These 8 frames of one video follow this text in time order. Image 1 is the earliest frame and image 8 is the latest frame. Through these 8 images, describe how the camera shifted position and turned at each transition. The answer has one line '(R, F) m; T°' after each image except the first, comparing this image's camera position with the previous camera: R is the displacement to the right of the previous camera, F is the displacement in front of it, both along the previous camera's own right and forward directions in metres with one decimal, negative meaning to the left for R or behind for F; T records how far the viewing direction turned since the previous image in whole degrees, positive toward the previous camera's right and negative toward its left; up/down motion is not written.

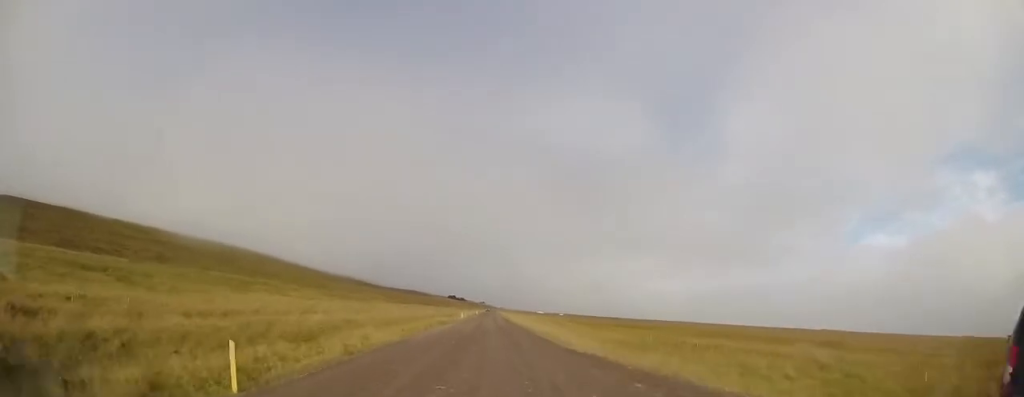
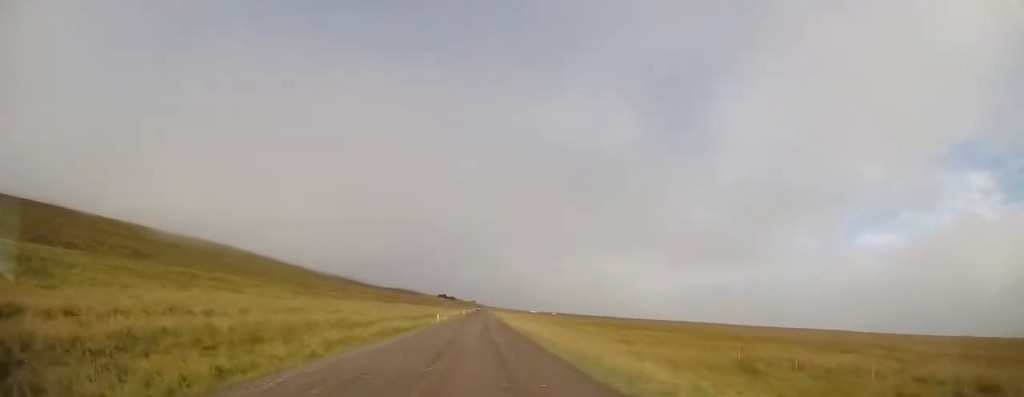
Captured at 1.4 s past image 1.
(+0.2, +17.1) m; +1°
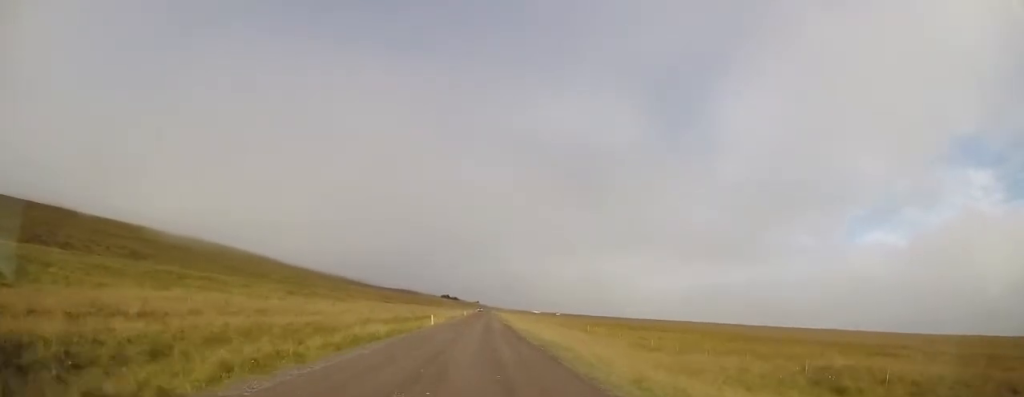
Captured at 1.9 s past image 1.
(+0.1, +5.7) m; 0°
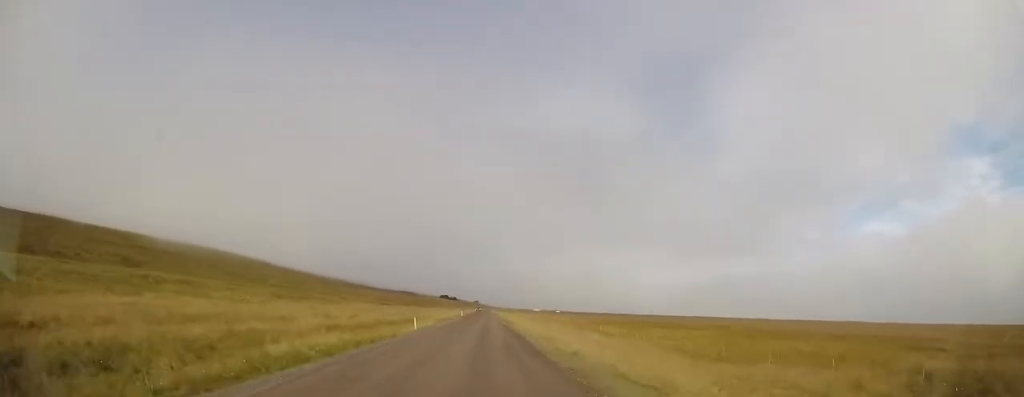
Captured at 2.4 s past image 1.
(-0.1, +7.1) m; 0°
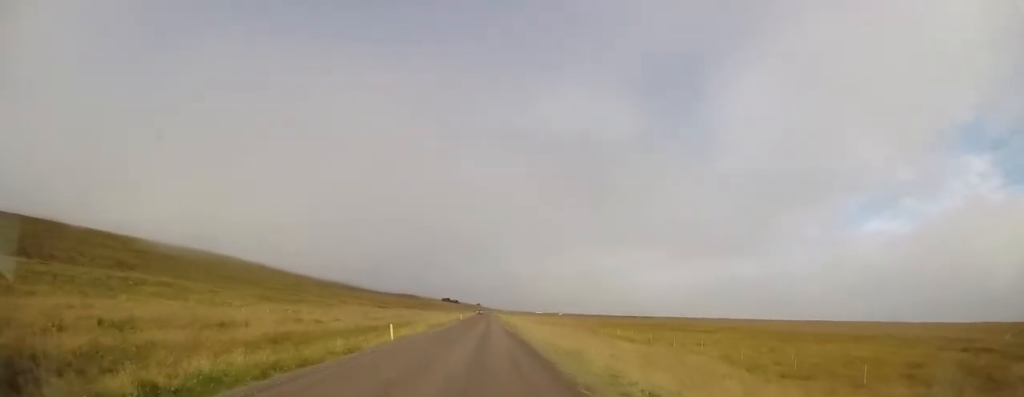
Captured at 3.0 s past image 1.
(-0.1, +6.7) m; 0°
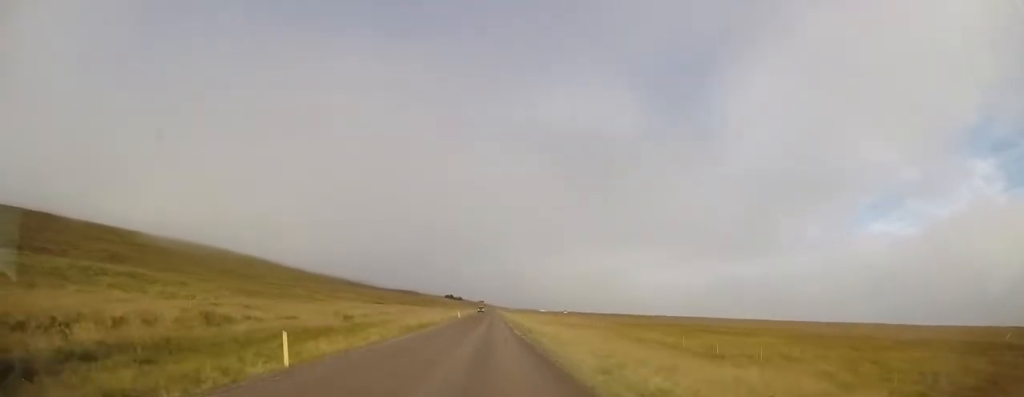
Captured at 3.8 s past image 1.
(+0.2, +10.9) m; -1°
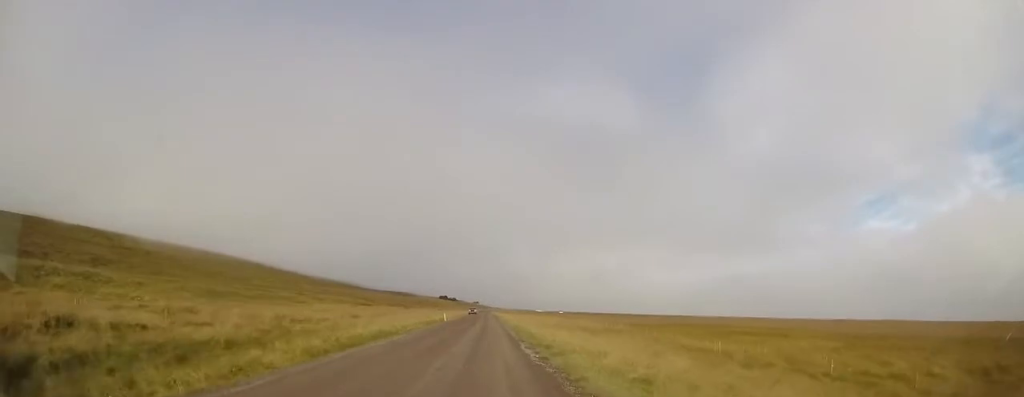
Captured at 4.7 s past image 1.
(-0.4, +10.6) m; 0°
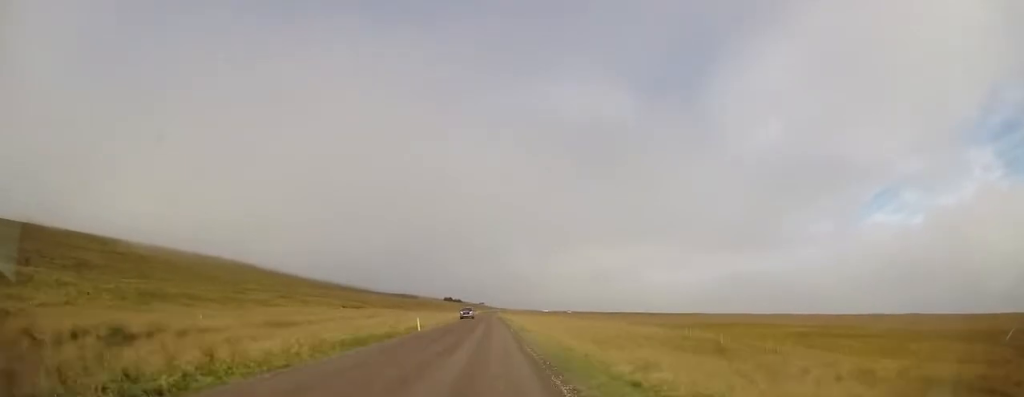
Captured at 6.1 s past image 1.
(+0.4, +19.2) m; +1°
